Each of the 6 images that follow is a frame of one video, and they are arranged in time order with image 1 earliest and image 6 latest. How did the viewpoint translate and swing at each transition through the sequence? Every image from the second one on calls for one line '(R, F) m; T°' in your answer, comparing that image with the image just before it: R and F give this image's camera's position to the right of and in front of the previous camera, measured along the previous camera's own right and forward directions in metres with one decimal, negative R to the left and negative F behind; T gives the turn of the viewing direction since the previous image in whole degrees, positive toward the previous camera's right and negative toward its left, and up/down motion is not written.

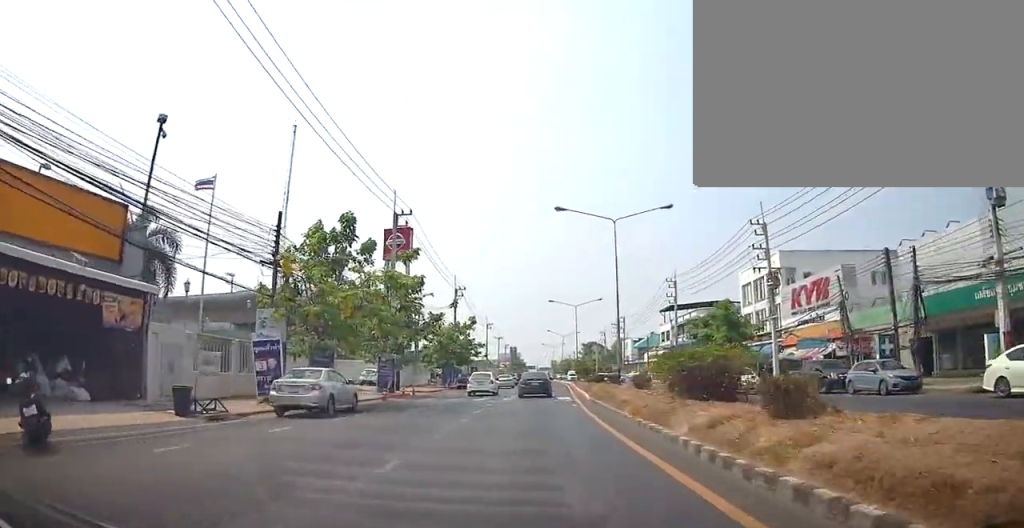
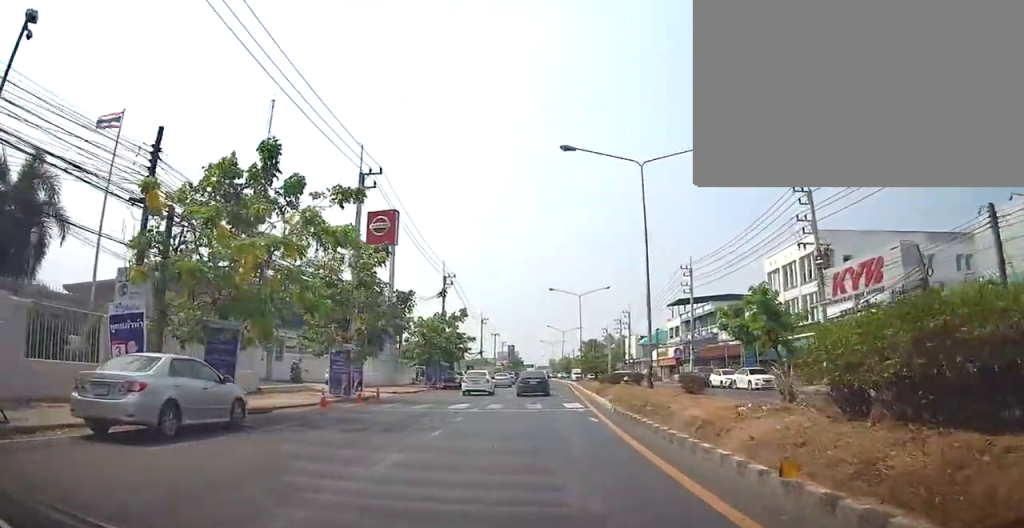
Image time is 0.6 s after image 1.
(+0.2, +8.1) m; -2°
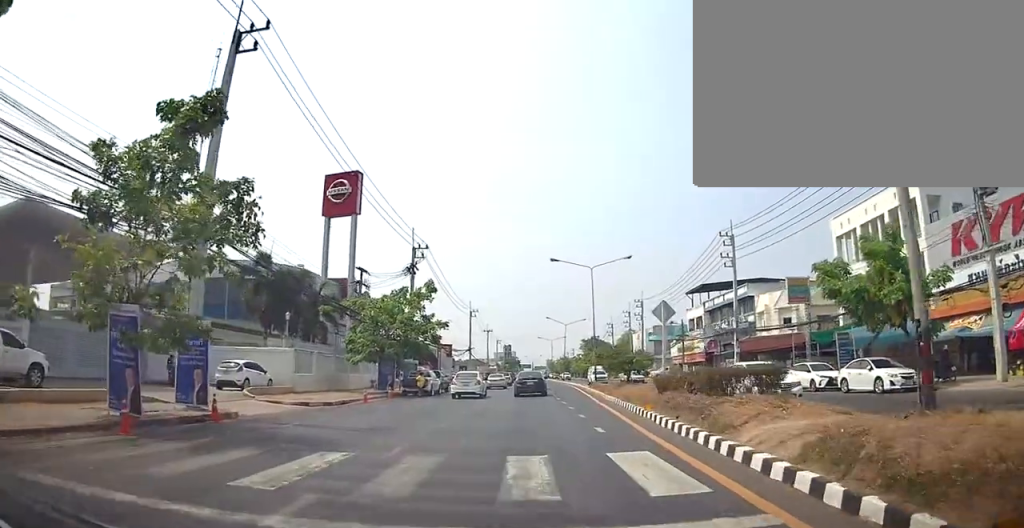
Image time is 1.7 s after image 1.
(-0.8, +15.4) m; 0°
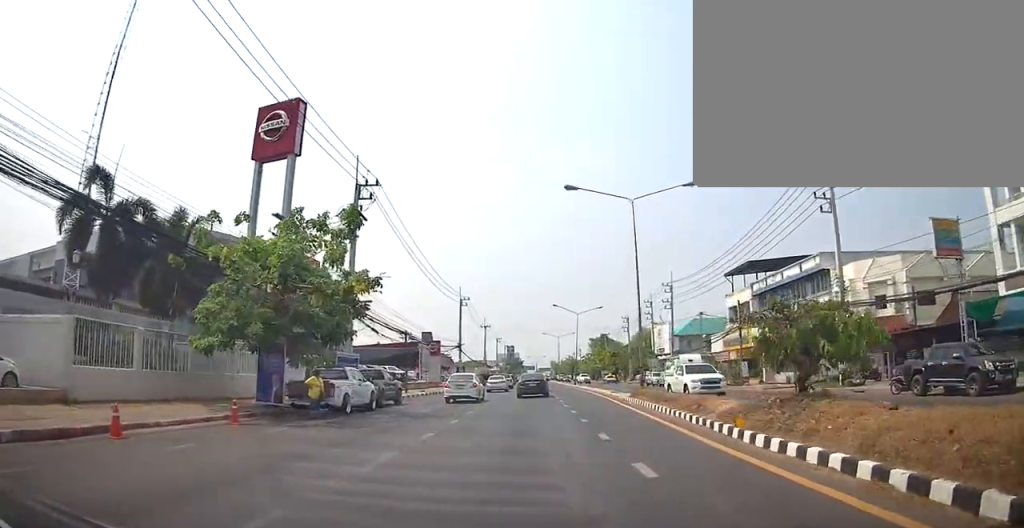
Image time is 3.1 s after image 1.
(+1.0, +18.0) m; +2°
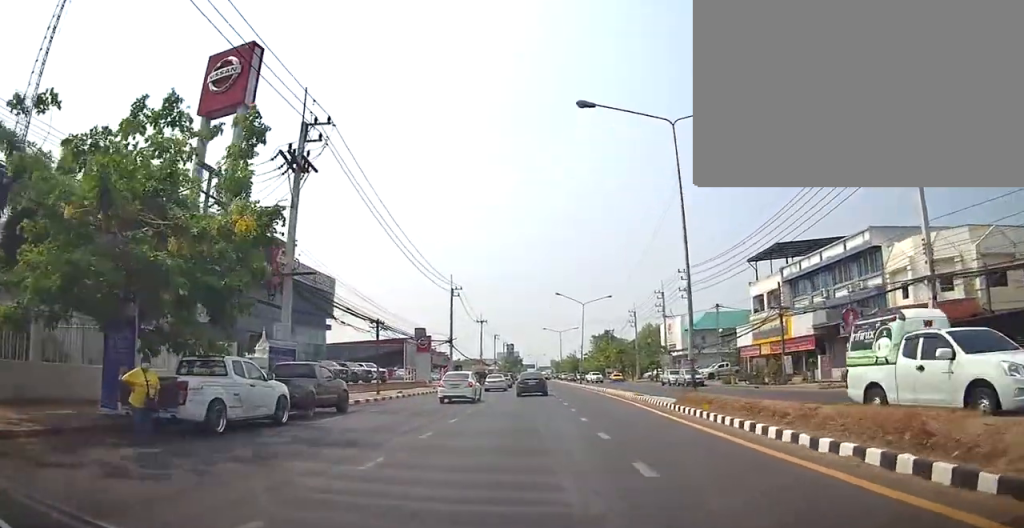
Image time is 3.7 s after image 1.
(+0.1, +8.5) m; -2°
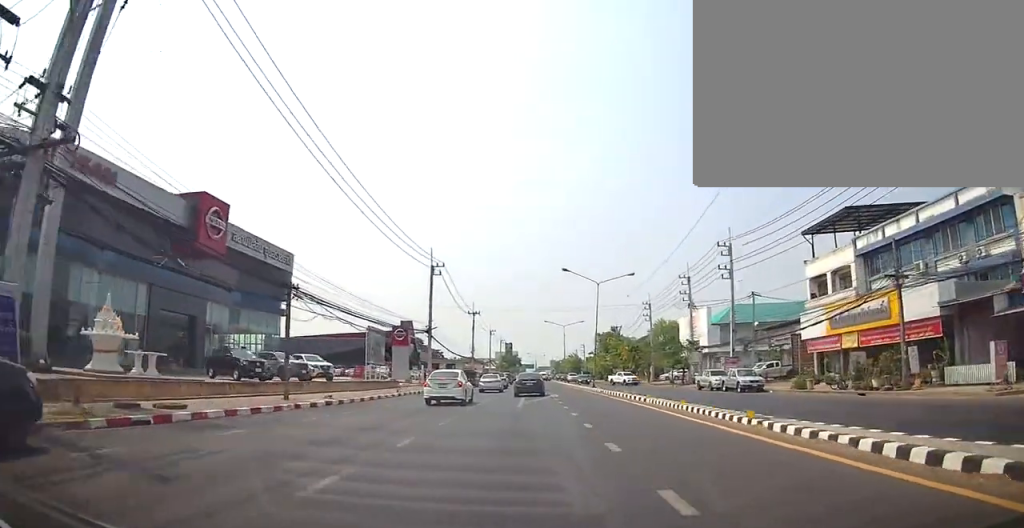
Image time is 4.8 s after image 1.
(-0.7, +14.1) m; 0°
